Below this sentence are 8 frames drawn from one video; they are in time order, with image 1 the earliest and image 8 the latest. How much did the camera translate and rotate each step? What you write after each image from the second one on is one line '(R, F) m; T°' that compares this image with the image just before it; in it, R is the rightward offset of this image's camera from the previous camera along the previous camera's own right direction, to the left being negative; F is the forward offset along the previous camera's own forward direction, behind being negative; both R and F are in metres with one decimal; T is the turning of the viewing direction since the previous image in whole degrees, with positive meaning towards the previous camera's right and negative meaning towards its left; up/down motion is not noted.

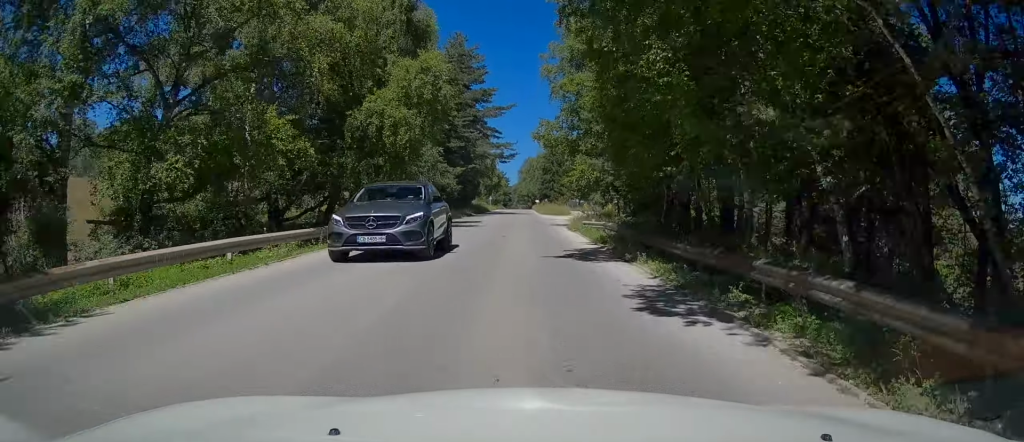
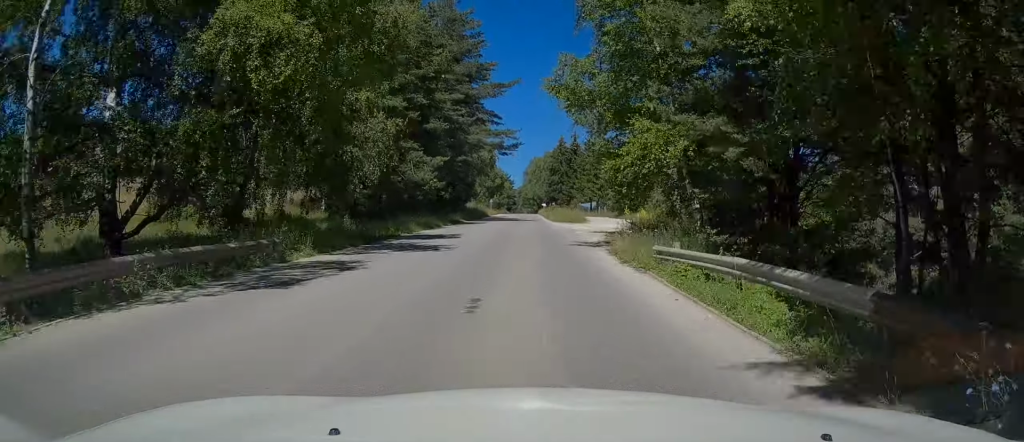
(-0.2, +13.8) m; -1°
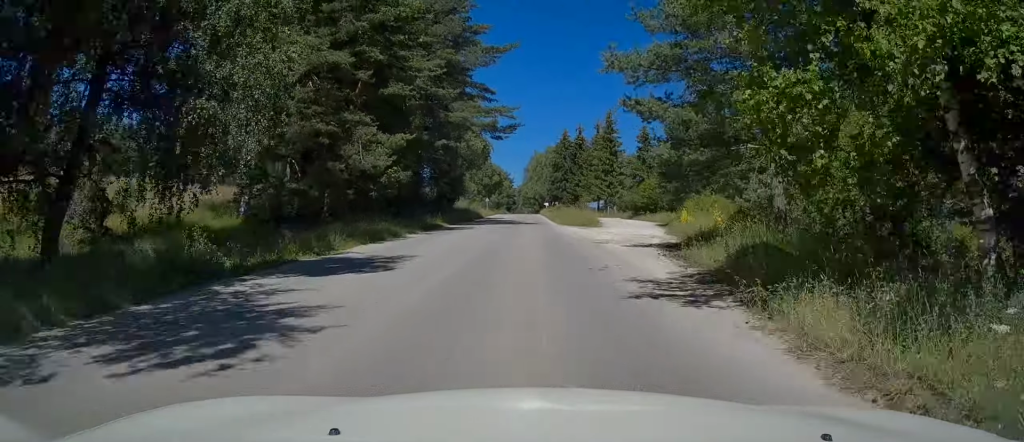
(-0.1, +11.3) m; -1°
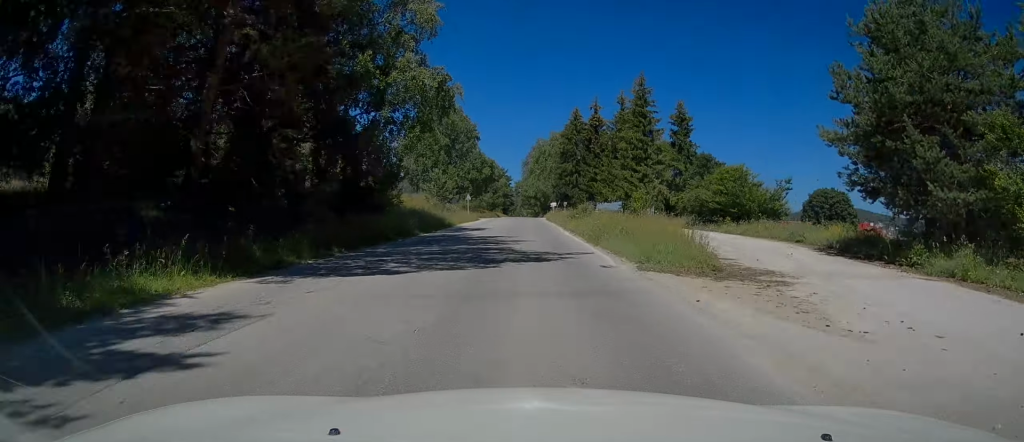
(-0.4, +28.3) m; -1°
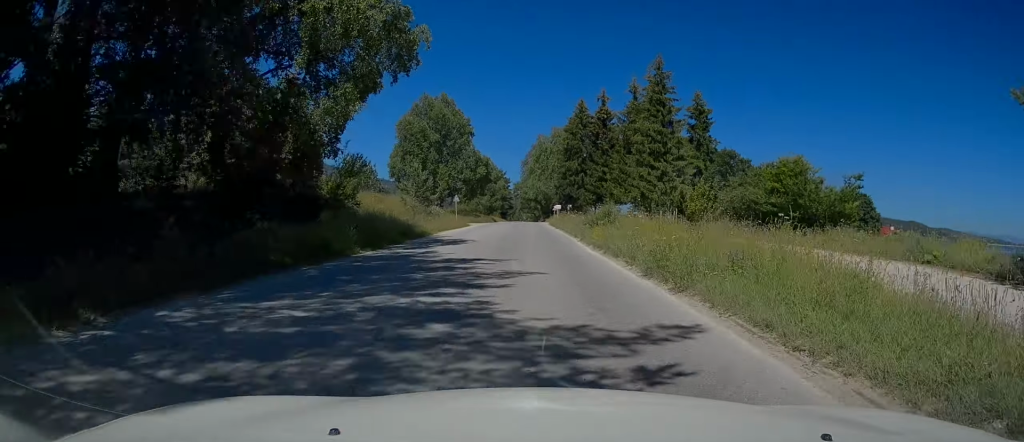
(-0.1, +10.1) m; 0°
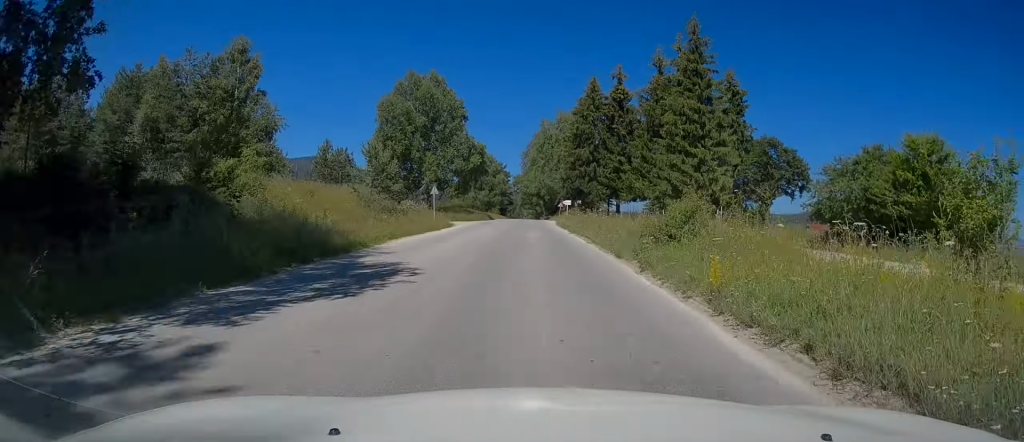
(+0.3, +12.5) m; 0°
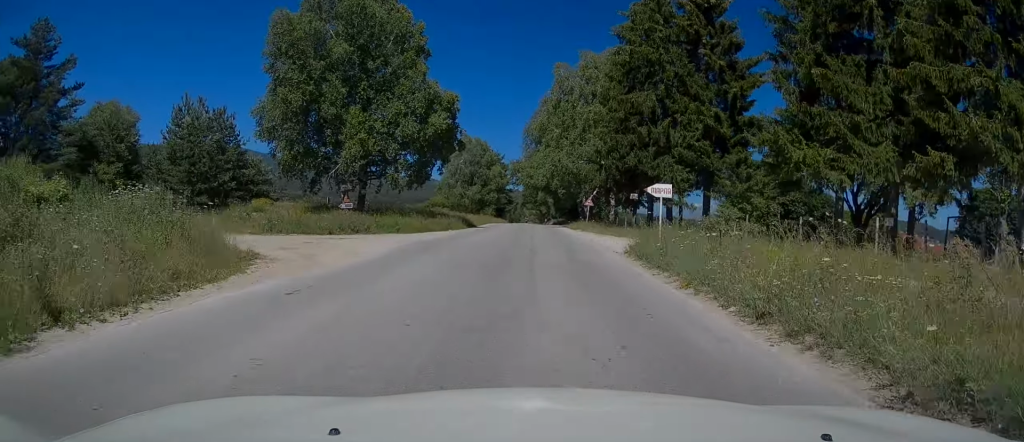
(0.0, +33.1) m; 0°
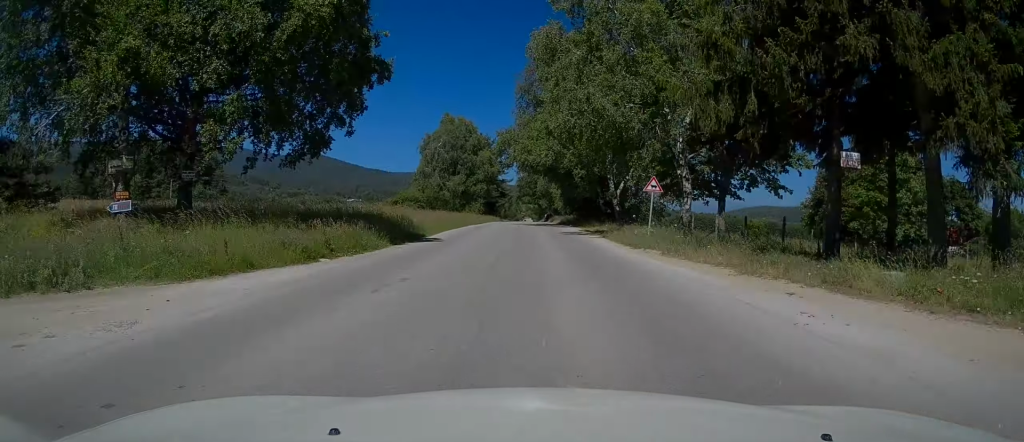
(-0.3, +24.1) m; 0°
